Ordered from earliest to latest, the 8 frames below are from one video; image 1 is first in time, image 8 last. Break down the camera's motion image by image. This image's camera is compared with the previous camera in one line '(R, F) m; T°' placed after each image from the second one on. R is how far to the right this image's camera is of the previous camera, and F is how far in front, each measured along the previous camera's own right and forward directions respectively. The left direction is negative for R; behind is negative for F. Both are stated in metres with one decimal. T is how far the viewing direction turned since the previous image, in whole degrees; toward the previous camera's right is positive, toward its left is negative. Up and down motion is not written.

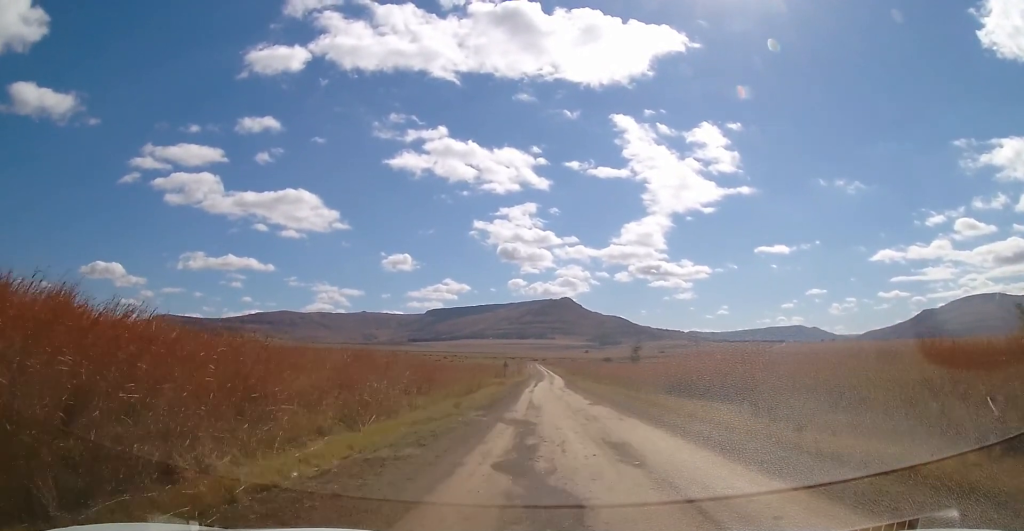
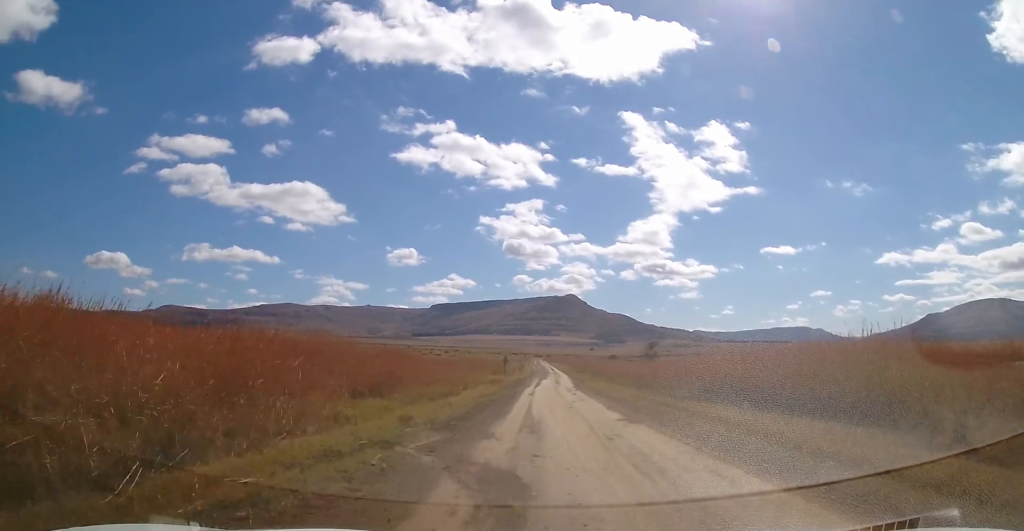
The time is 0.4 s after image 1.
(-0.2, +9.3) m; 0°
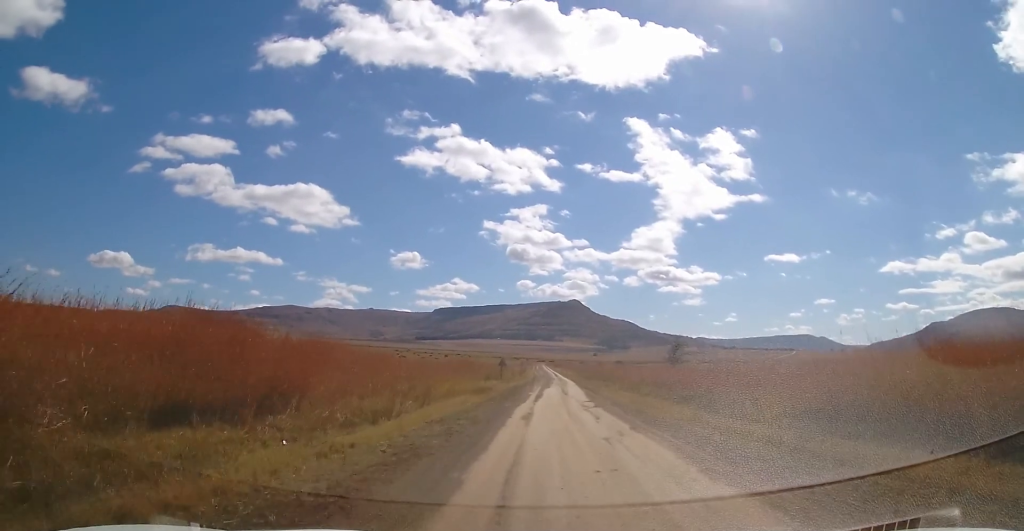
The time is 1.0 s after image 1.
(-0.2, +12.1) m; 0°
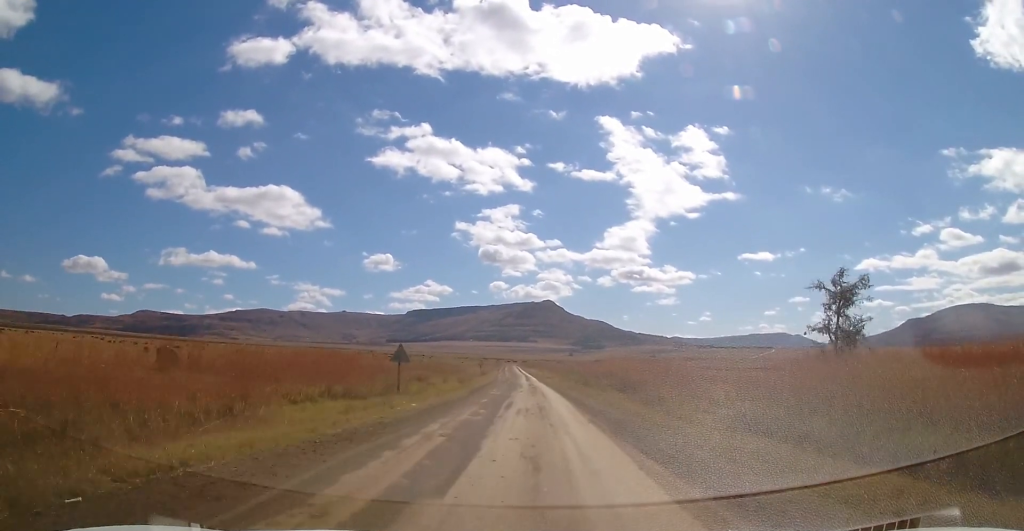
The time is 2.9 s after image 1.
(+0.8, +41.8) m; +1°
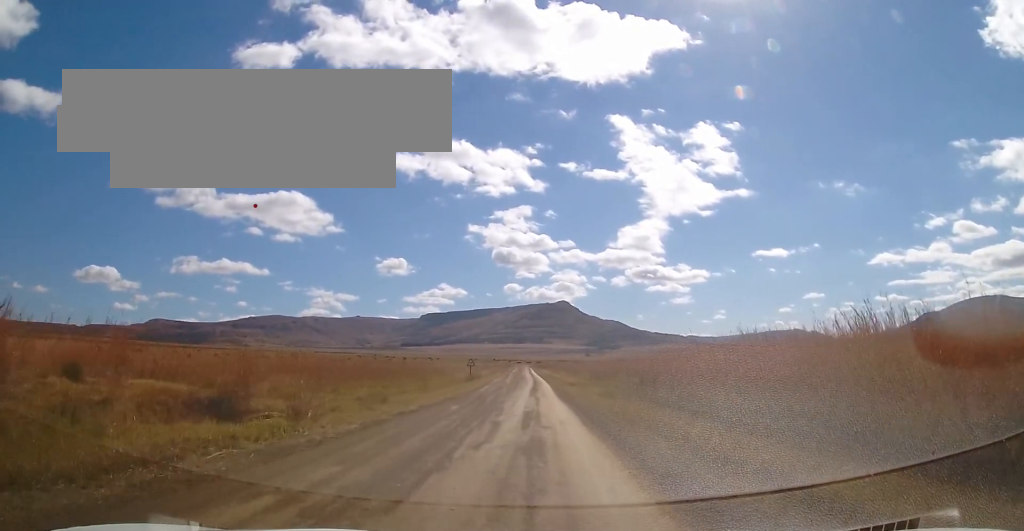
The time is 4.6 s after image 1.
(0.0, +35.1) m; -1°
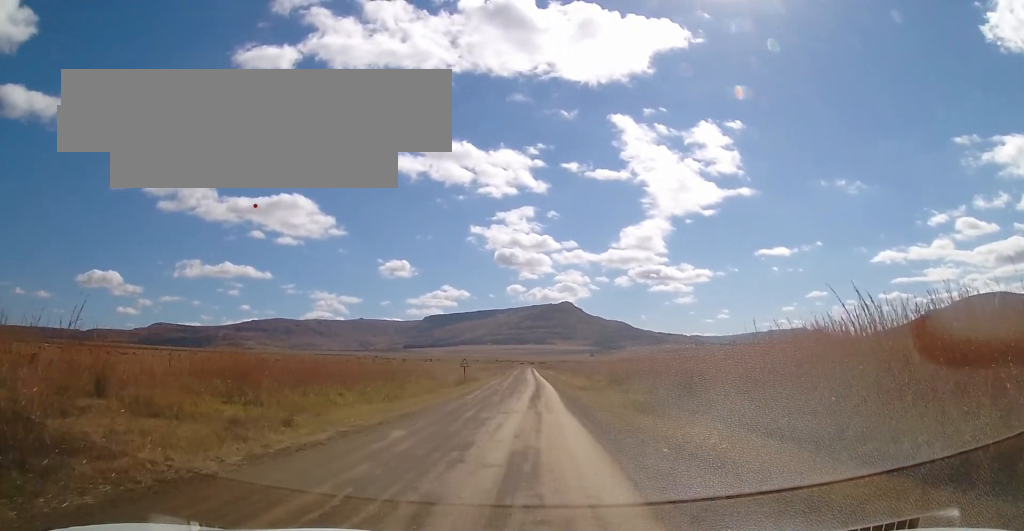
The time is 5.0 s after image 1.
(+0.1, +9.3) m; 0°
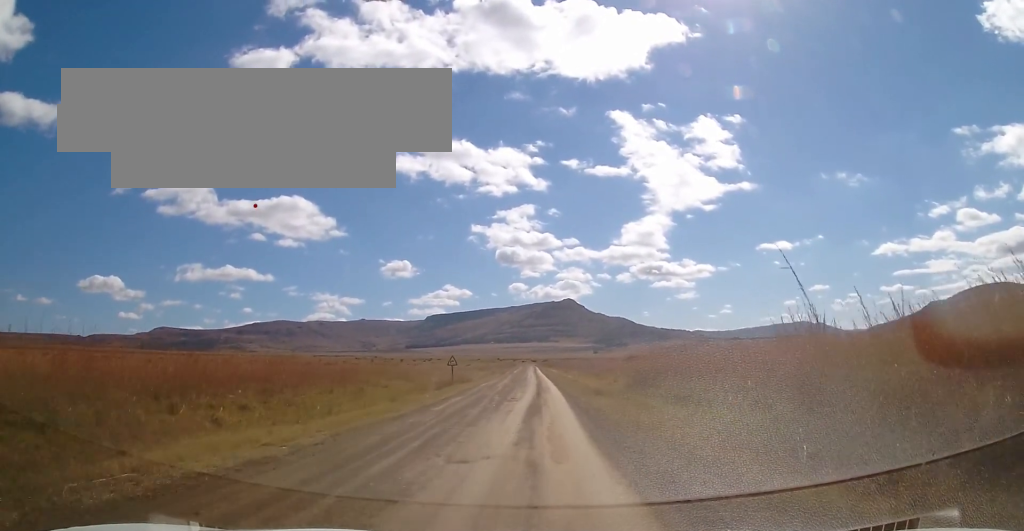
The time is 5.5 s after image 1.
(-0.2, +10.7) m; -1°
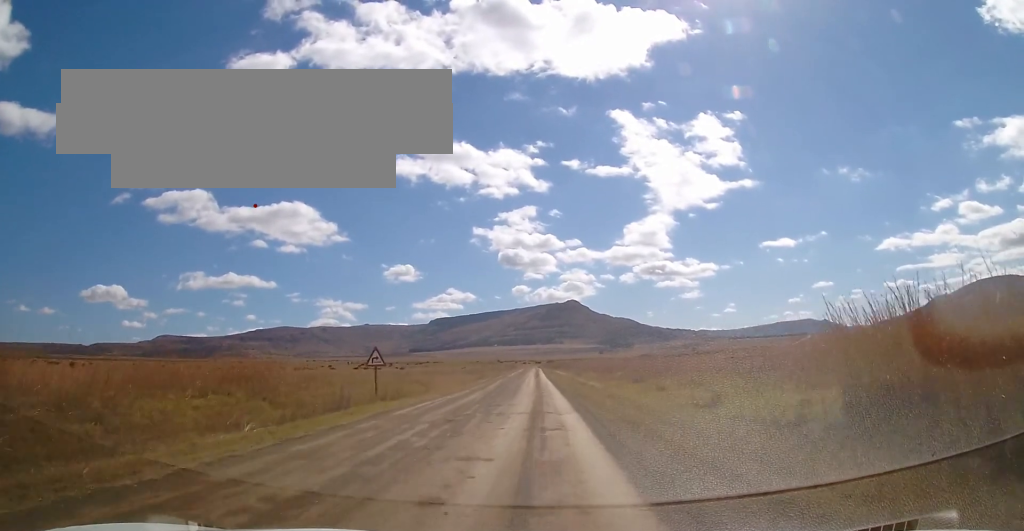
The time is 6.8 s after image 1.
(-0.3, +27.2) m; -1°
